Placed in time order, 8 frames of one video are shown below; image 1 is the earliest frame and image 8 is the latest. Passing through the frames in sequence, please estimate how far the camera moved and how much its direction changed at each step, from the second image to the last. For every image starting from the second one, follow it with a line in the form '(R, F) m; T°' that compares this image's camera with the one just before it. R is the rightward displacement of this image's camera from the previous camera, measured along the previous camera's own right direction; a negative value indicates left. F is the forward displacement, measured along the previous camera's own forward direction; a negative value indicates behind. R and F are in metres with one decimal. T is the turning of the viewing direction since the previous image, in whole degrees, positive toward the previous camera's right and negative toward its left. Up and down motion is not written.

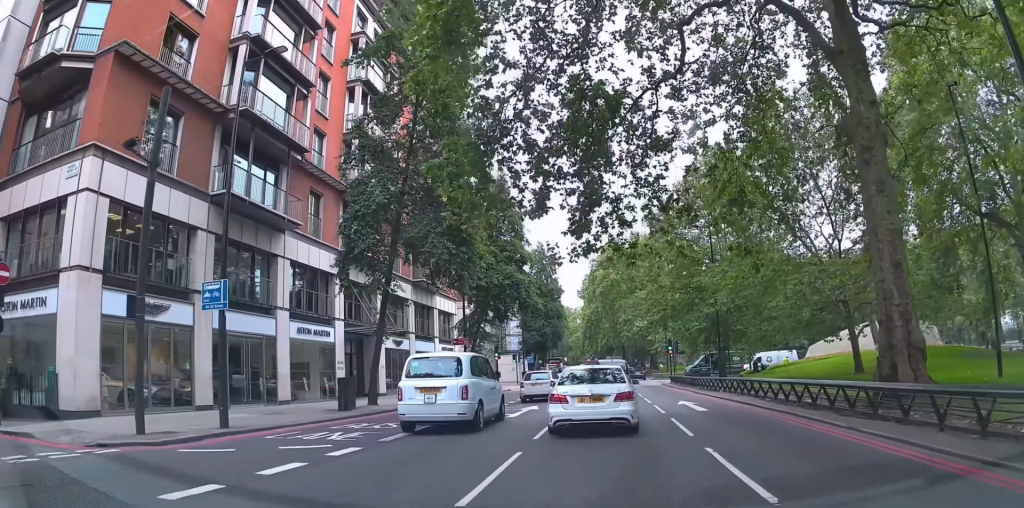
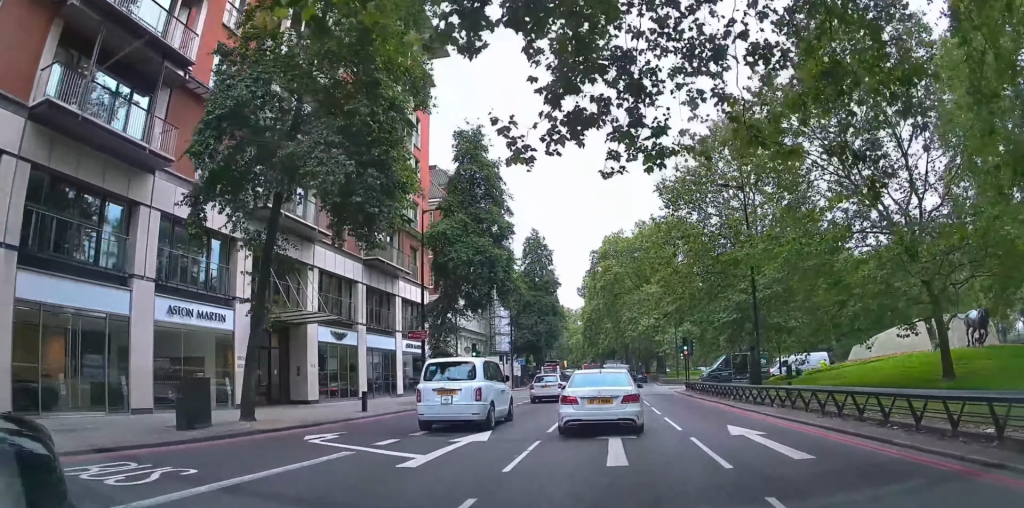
(+0.1, +8.9) m; -1°
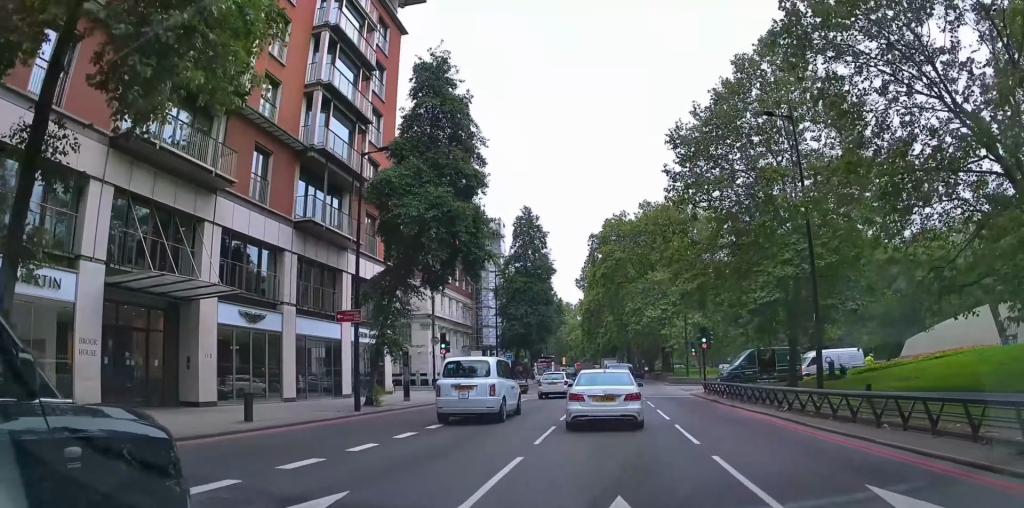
(-0.3, +7.9) m; -2°
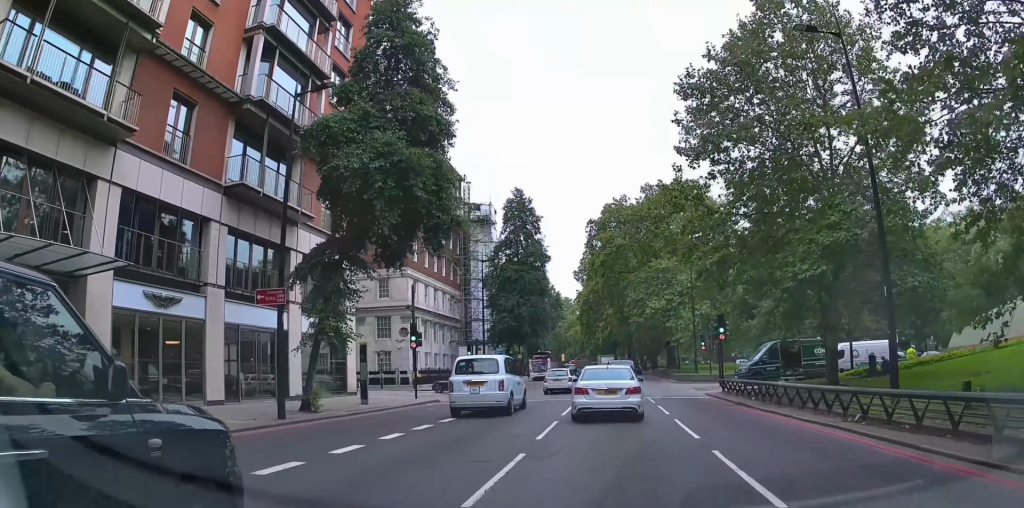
(-0.1, +5.2) m; 0°
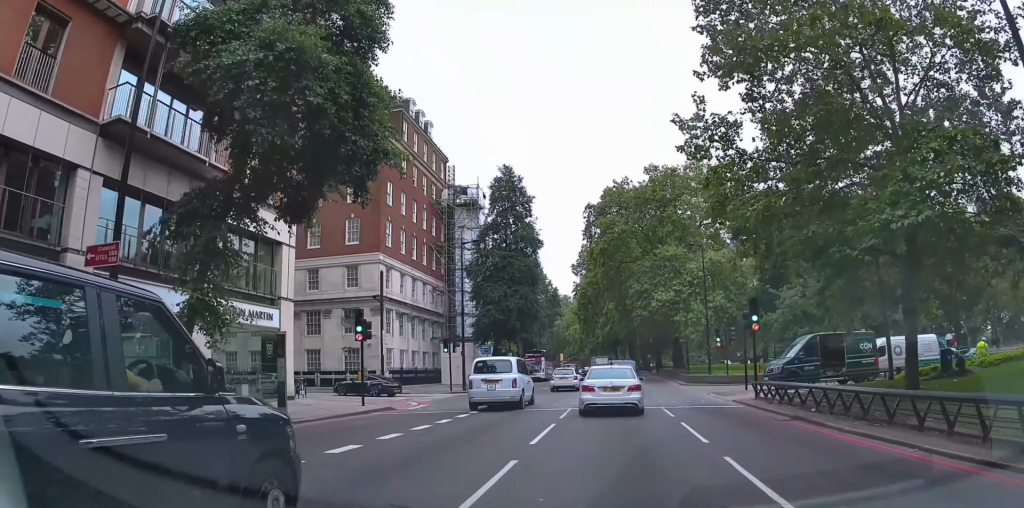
(+0.2, +6.7) m; 0°
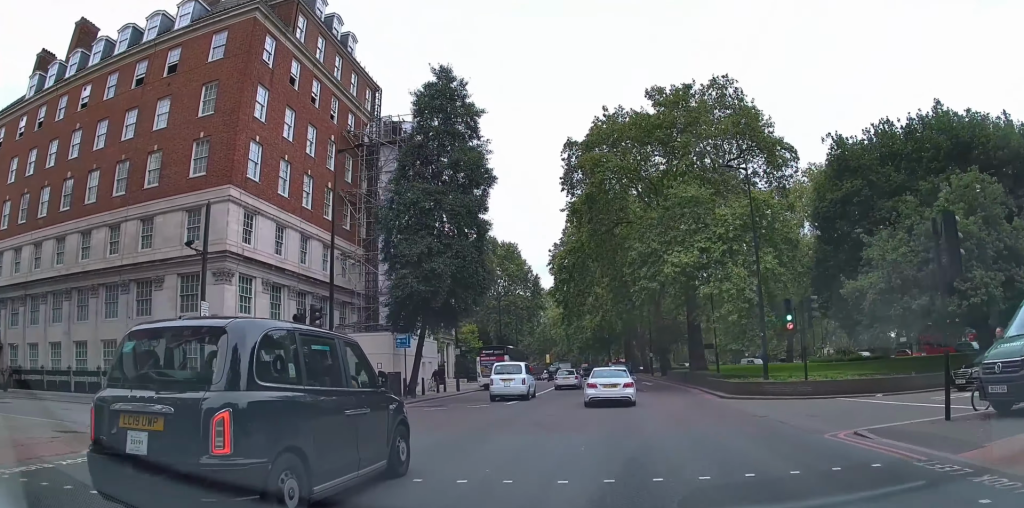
(-0.6, +18.8) m; -1°
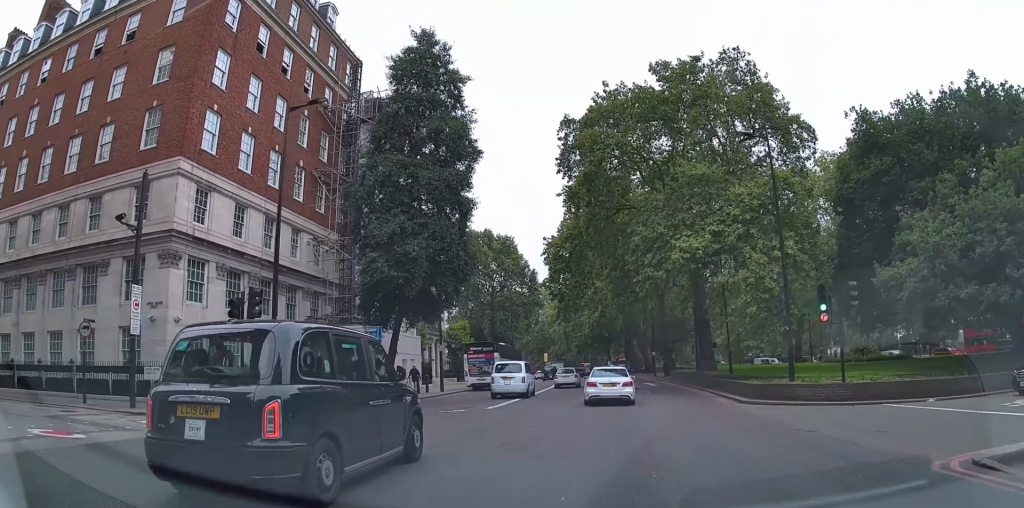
(-0.1, +4.0) m; +1°
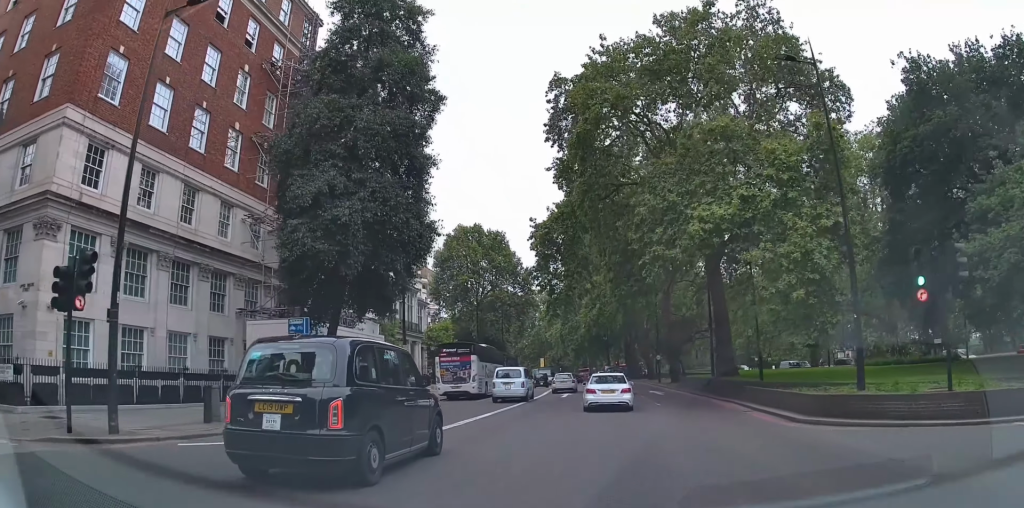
(+0.2, +6.8) m; +1°
